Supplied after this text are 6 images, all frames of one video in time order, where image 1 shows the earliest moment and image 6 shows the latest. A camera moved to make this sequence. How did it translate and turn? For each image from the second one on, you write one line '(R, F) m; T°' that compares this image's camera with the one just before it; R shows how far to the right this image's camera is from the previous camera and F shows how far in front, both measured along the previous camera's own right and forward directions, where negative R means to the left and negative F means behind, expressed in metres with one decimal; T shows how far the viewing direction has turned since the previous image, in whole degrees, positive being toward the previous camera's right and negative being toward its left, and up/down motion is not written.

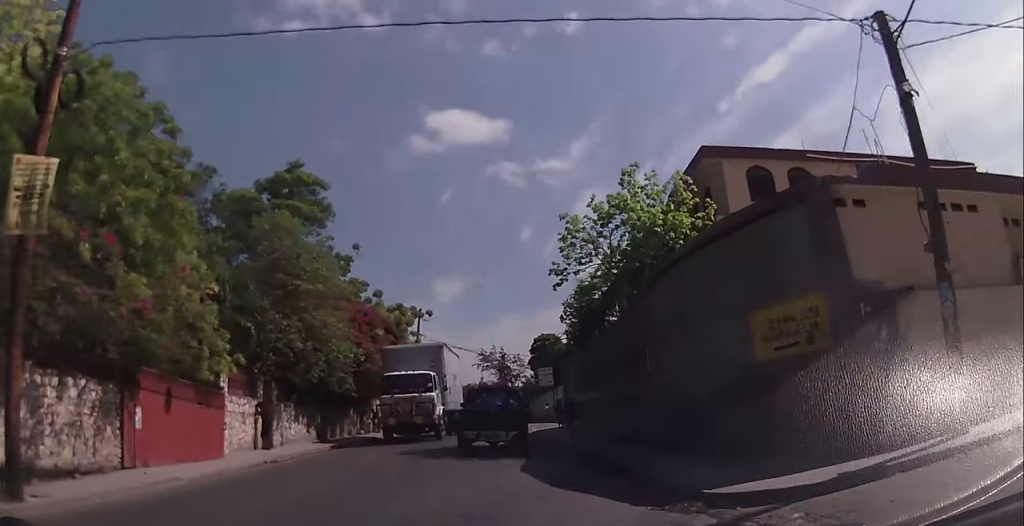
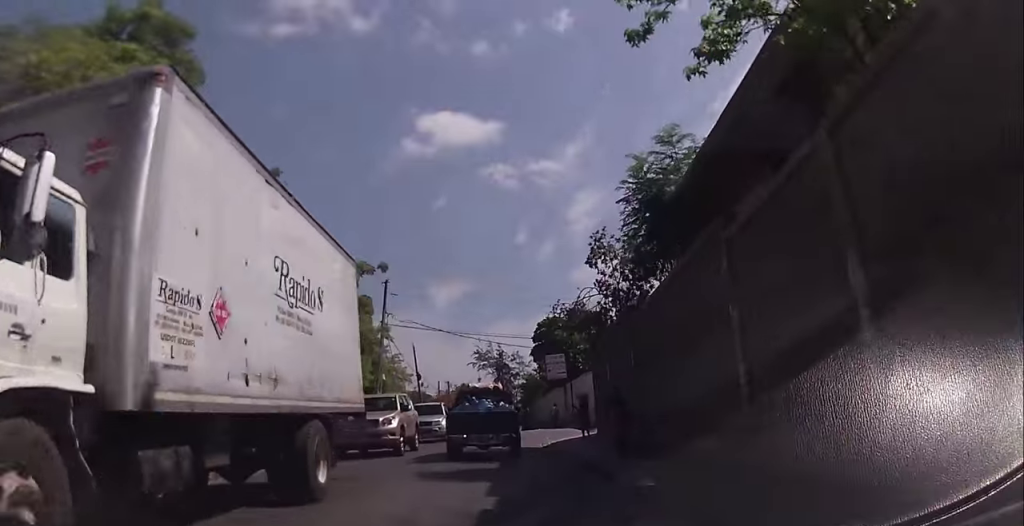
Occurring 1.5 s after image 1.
(-0.5, +13.6) m; -3°
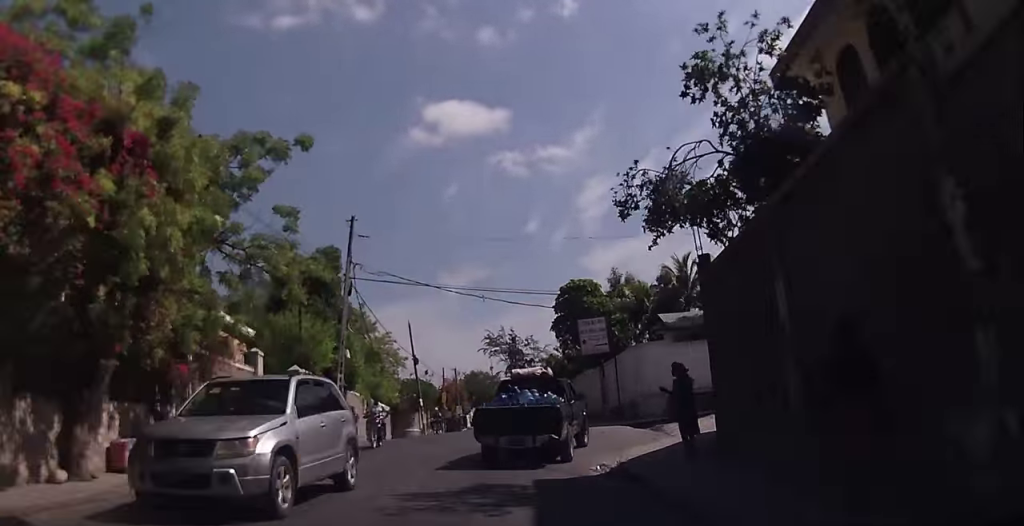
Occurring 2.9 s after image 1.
(0.0, +12.1) m; +3°
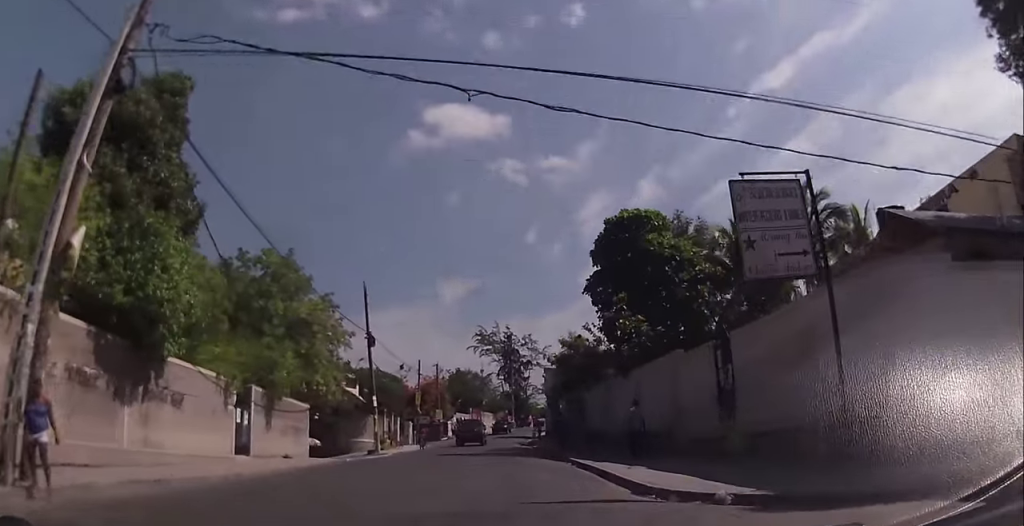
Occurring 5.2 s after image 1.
(-0.3, +19.2) m; -2°
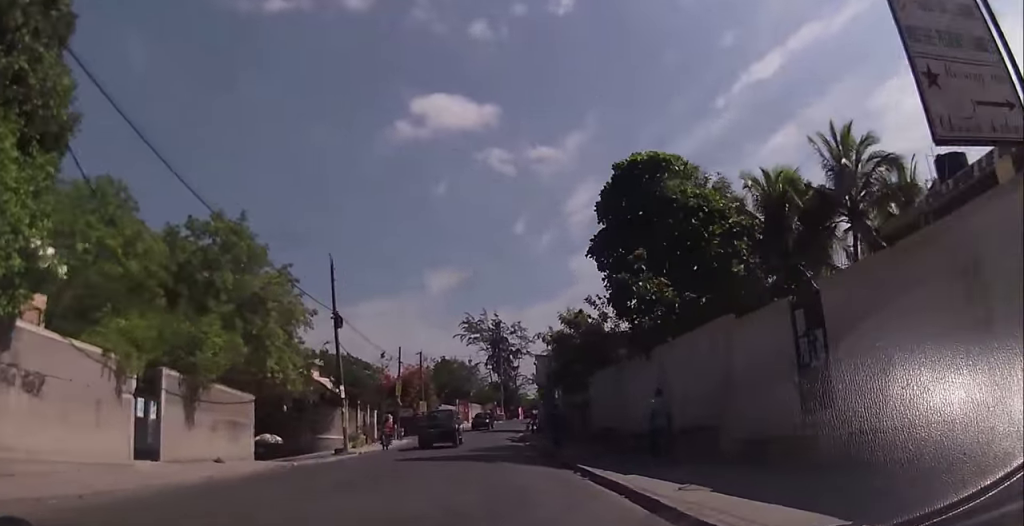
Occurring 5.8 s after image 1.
(-0.1, +5.2) m; +2°
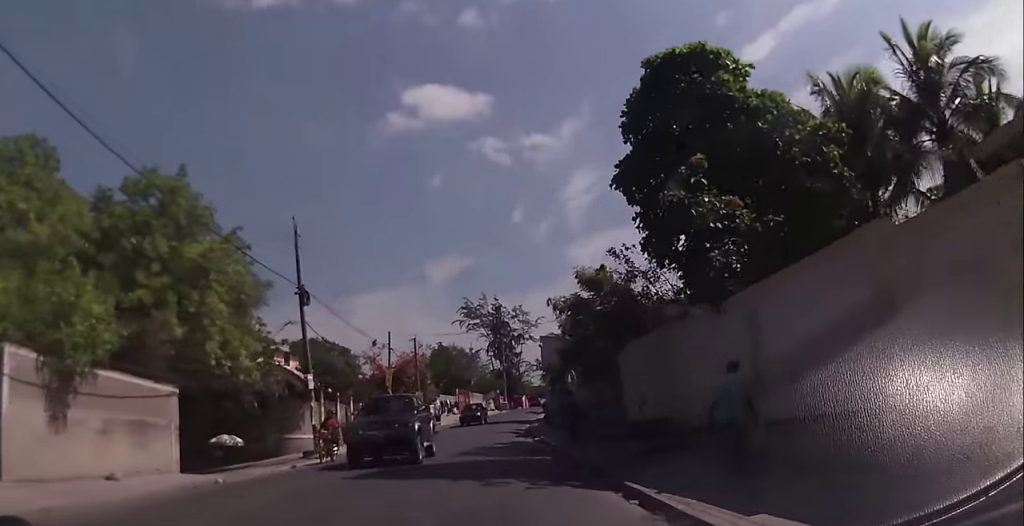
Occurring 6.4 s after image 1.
(+0.3, +6.0) m; +3°
